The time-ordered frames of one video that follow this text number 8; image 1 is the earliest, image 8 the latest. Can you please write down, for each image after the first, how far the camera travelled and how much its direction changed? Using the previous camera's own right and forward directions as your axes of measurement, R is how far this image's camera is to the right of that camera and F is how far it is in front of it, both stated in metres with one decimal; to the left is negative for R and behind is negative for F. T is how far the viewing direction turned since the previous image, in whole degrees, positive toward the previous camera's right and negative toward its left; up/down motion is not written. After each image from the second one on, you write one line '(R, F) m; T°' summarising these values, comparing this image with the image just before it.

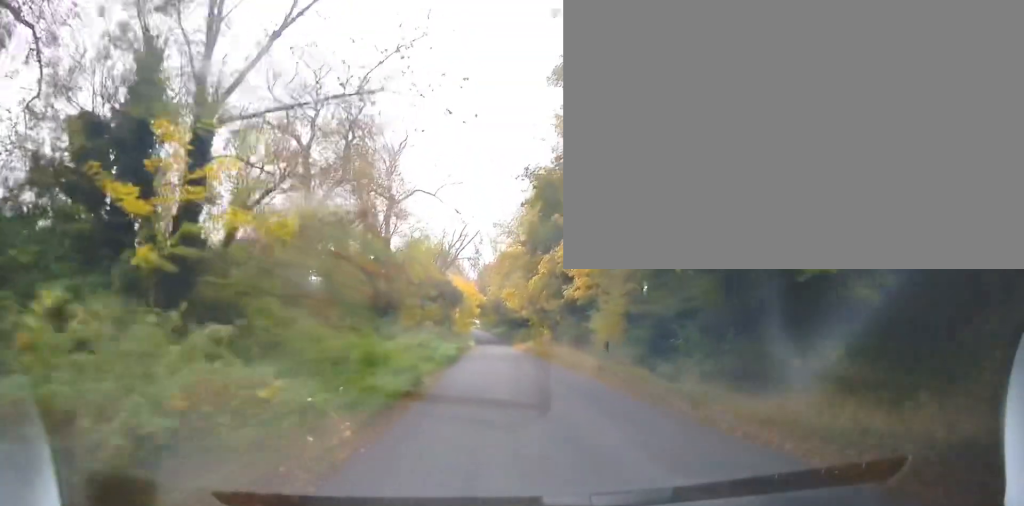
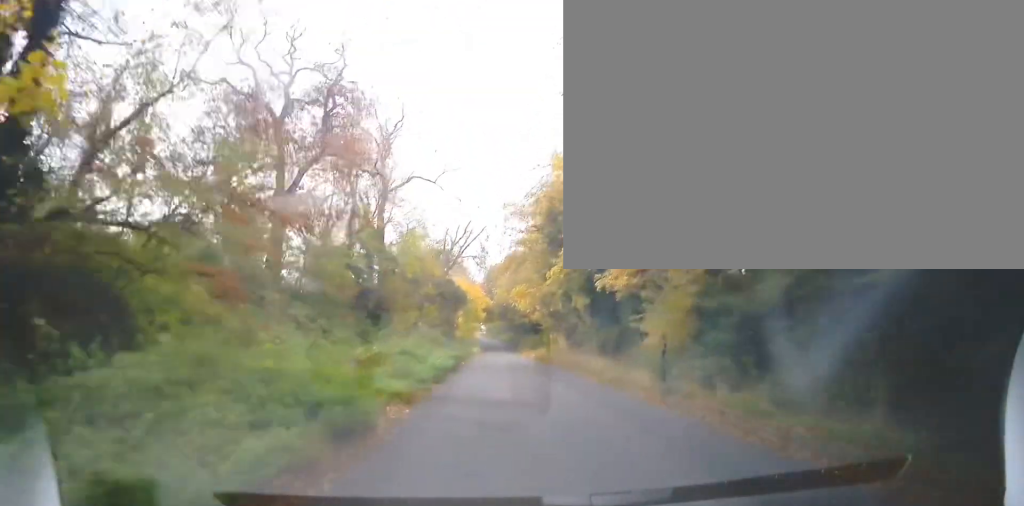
(+0.2, +6.4) m; 0°
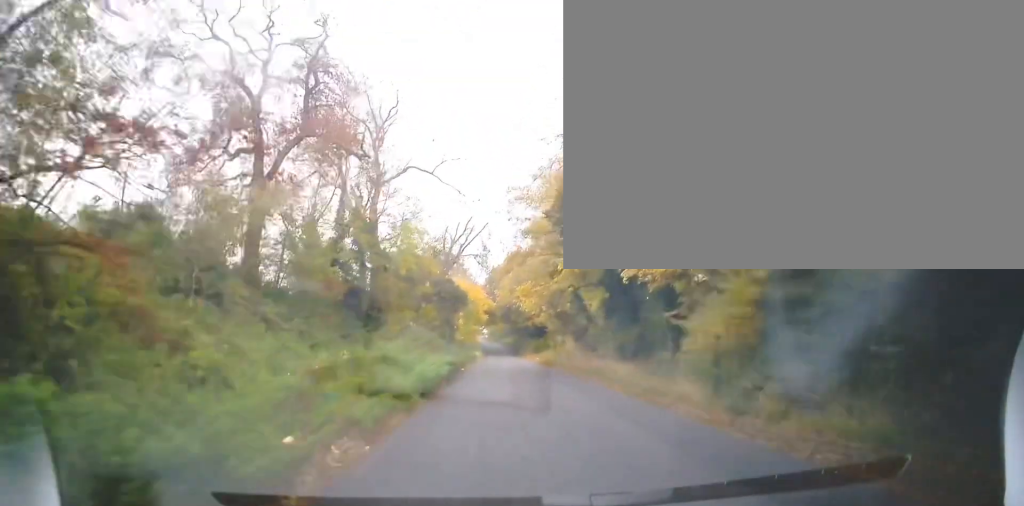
(0.0, +3.6) m; +1°
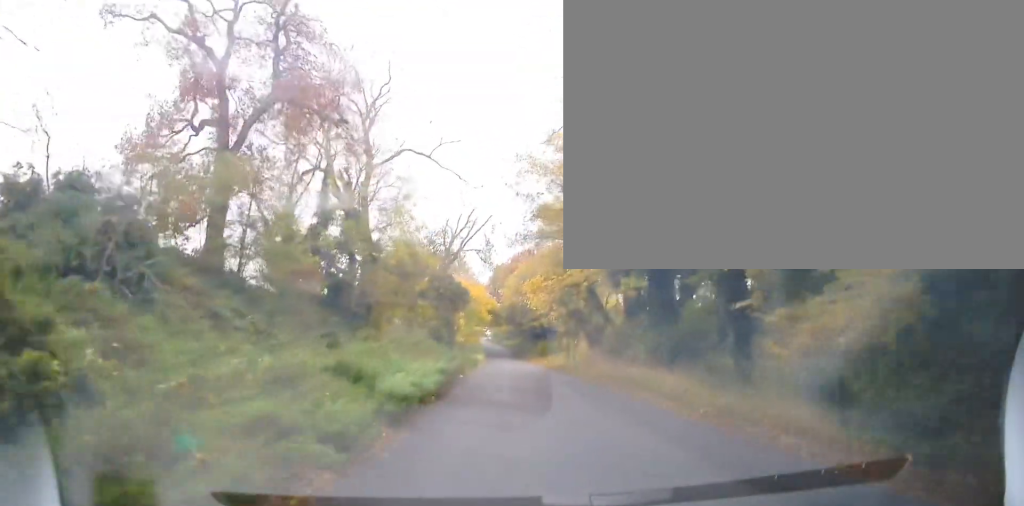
(-0.2, +4.7) m; +1°
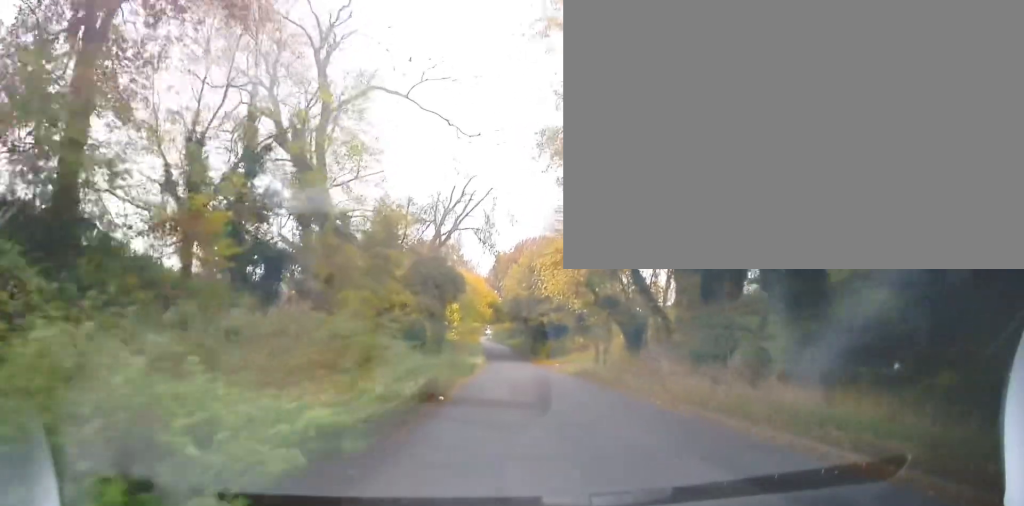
(+0.6, +10.7) m; +3°
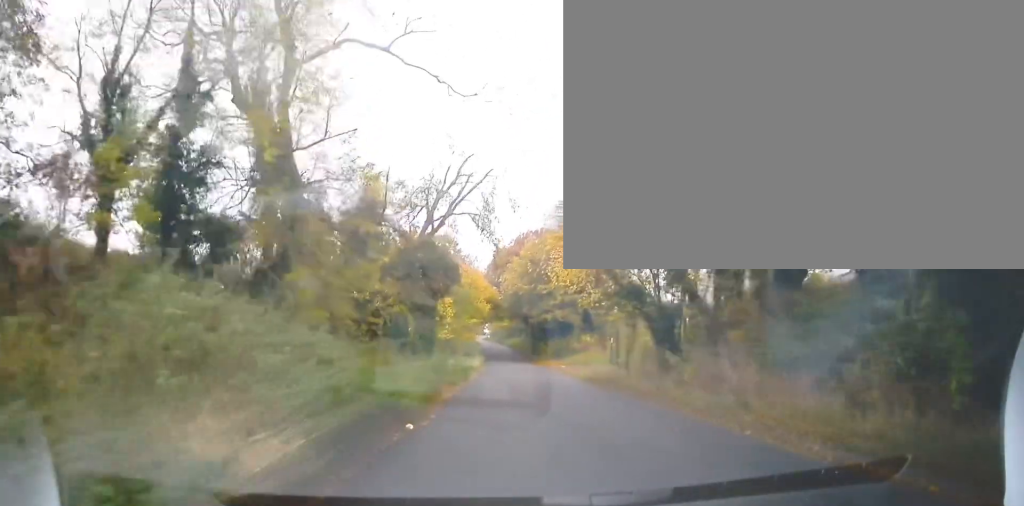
(-0.3, +5.4) m; +1°
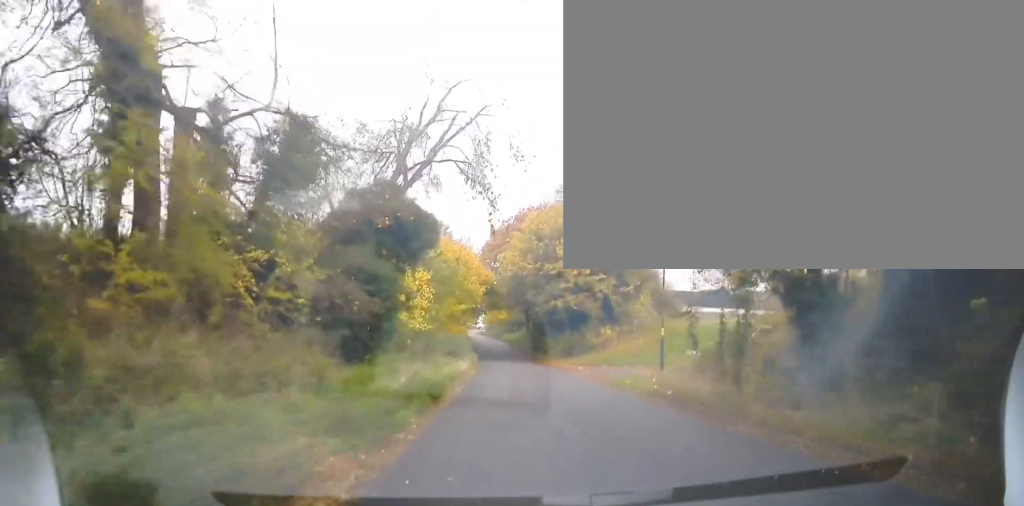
(+0.5, +11.7) m; 0°
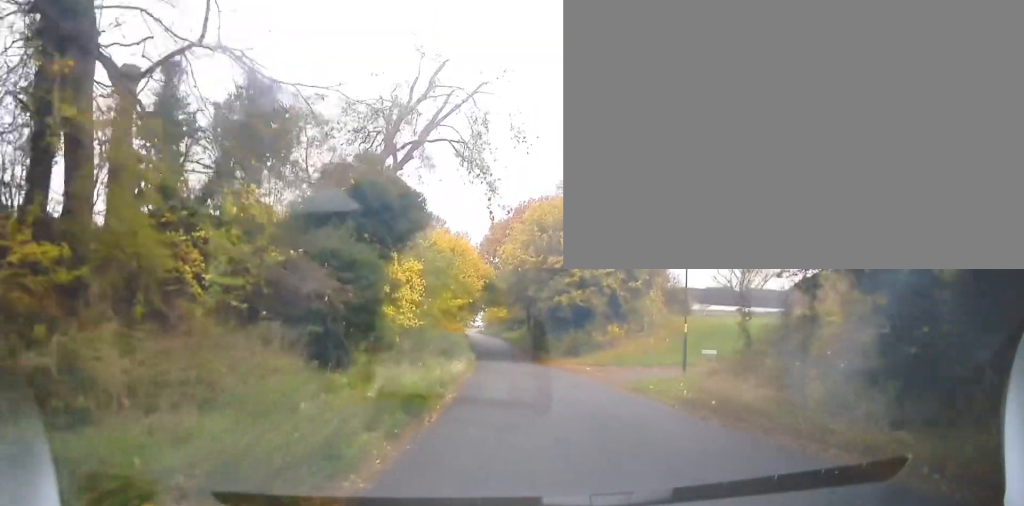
(-0.1, +3.3) m; -2°
